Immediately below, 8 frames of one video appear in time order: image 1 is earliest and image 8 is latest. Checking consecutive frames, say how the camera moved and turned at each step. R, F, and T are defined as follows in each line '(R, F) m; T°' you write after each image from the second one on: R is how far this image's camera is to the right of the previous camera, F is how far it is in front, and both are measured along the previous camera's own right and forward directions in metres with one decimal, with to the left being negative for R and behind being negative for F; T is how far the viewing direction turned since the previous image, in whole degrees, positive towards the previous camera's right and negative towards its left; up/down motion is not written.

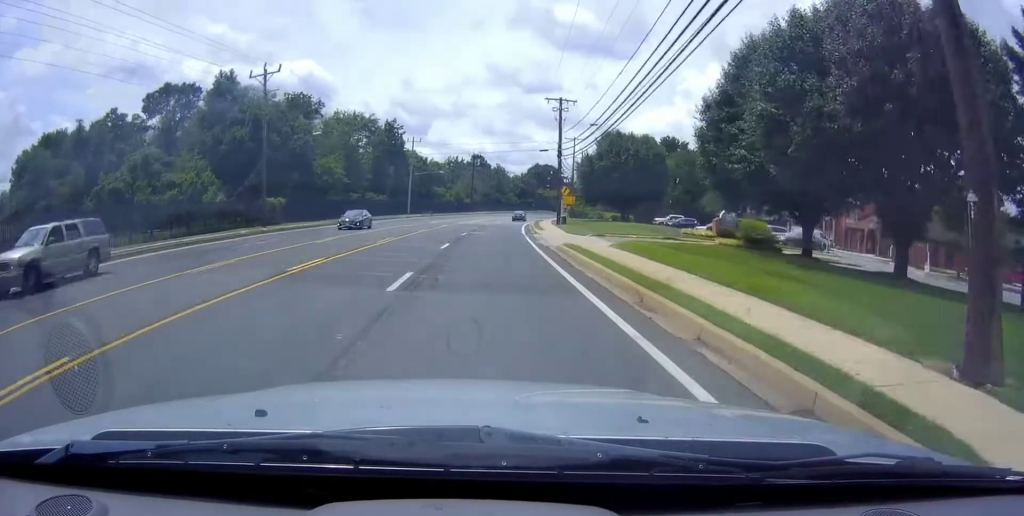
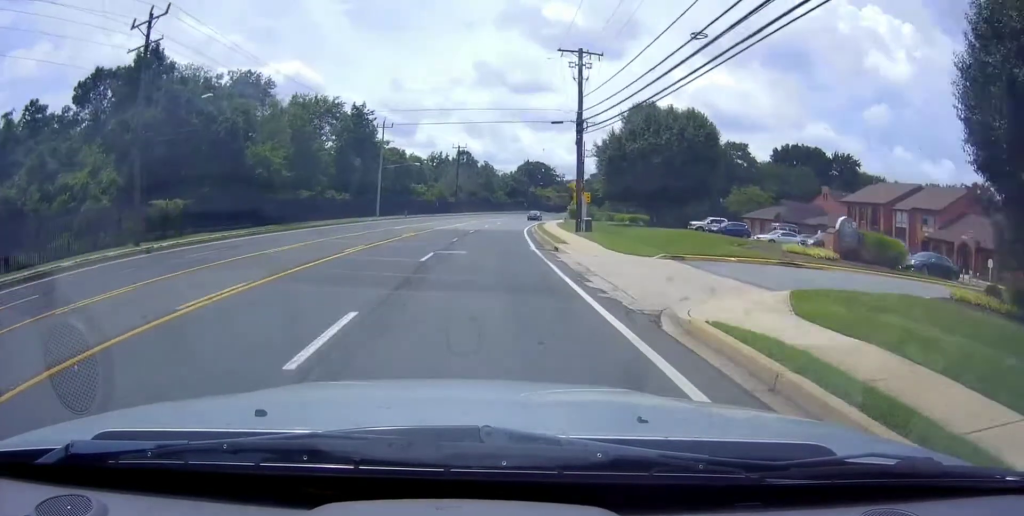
(+0.3, +18.2) m; +4°
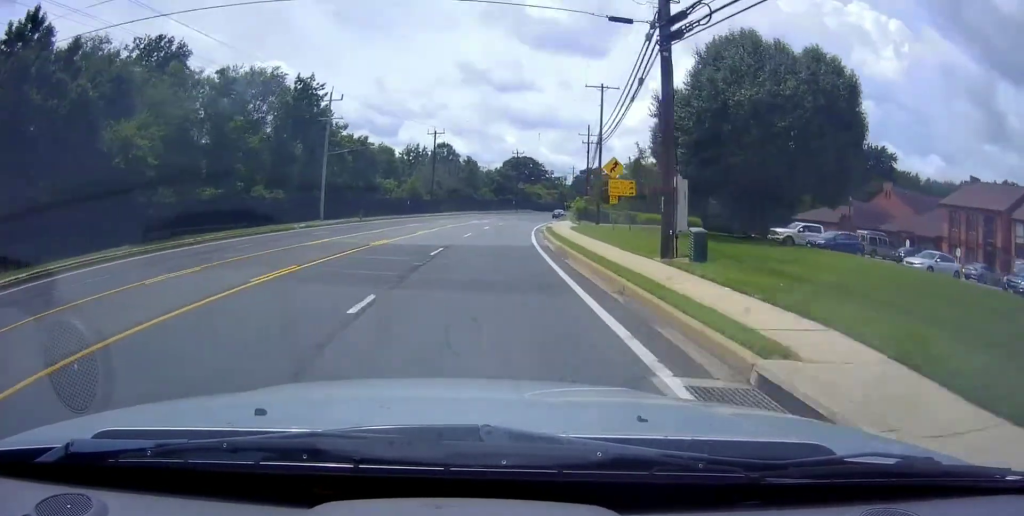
(+1.1, +20.8) m; +2°
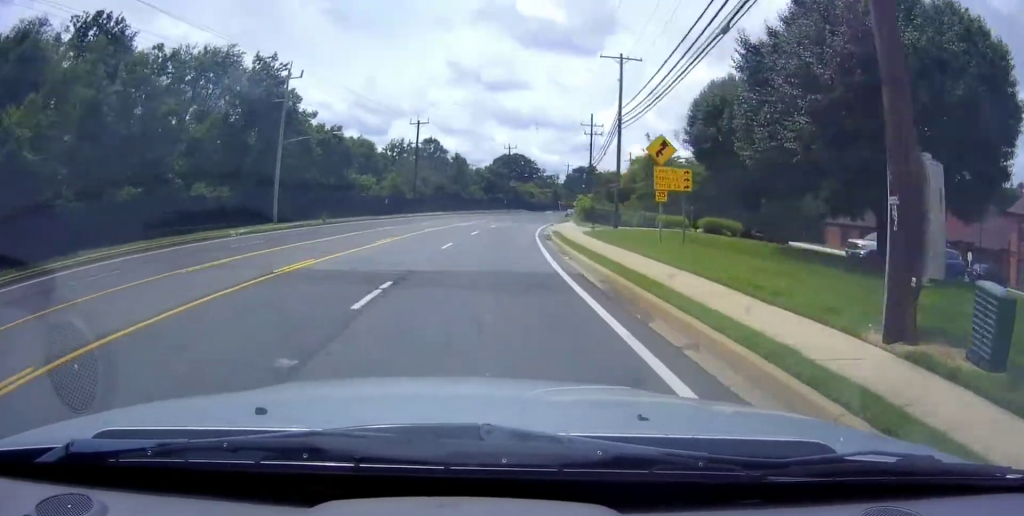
(-0.4, +10.7) m; 0°
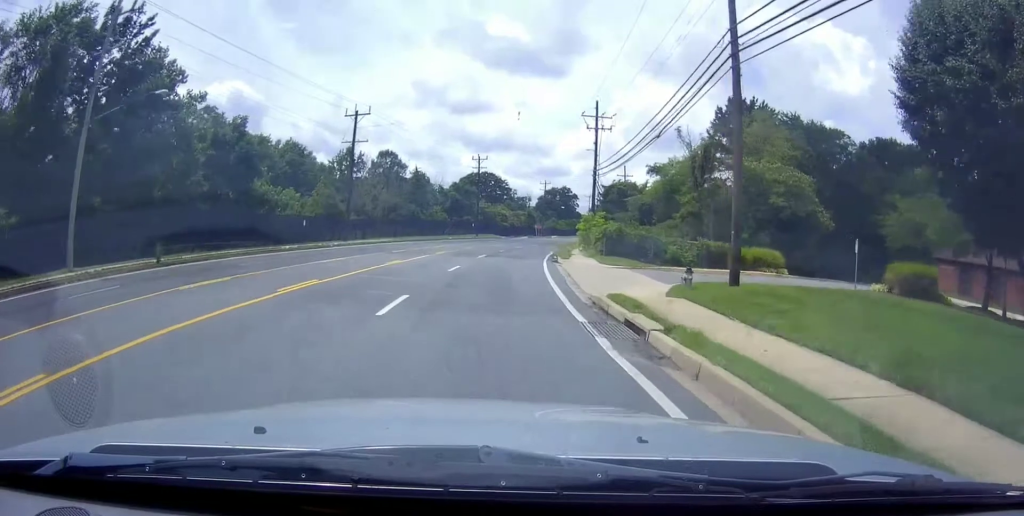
(+0.8, +23.5) m; +3°
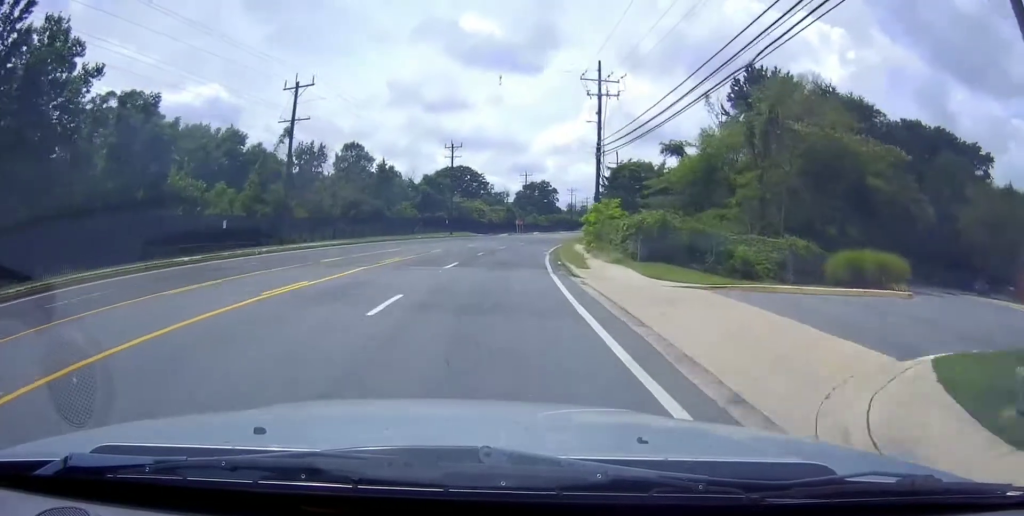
(0.0, +12.7) m; +1°
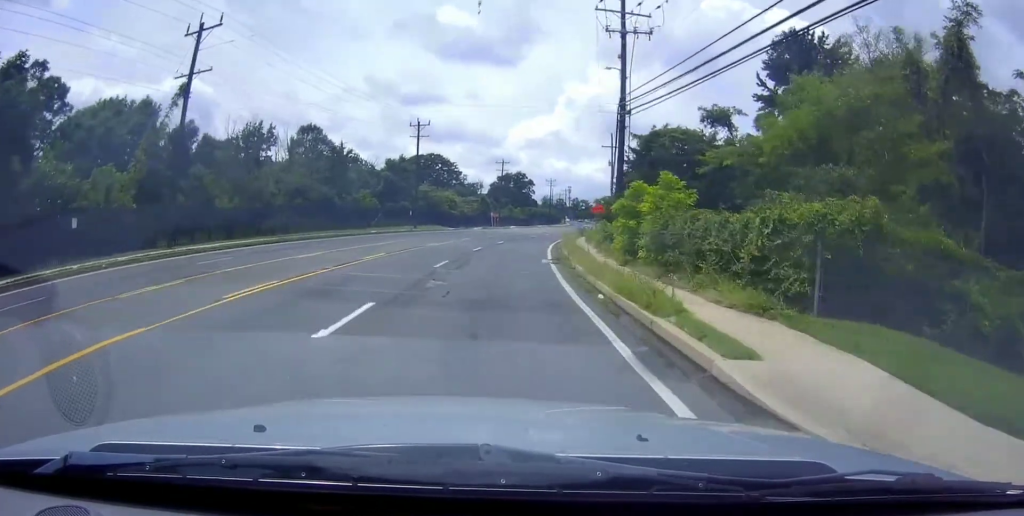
(+0.3, +14.8) m; +4°
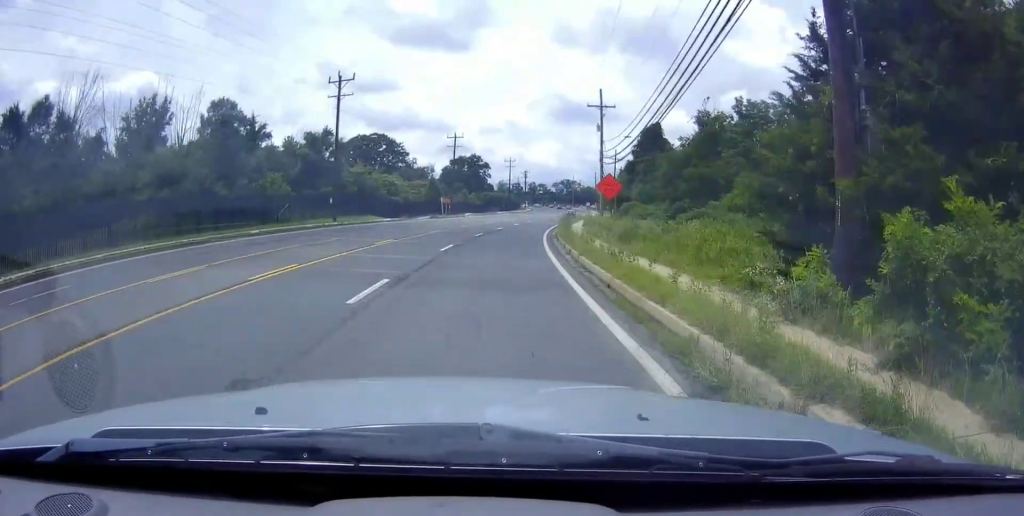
(+1.3, +22.0) m; +5°
